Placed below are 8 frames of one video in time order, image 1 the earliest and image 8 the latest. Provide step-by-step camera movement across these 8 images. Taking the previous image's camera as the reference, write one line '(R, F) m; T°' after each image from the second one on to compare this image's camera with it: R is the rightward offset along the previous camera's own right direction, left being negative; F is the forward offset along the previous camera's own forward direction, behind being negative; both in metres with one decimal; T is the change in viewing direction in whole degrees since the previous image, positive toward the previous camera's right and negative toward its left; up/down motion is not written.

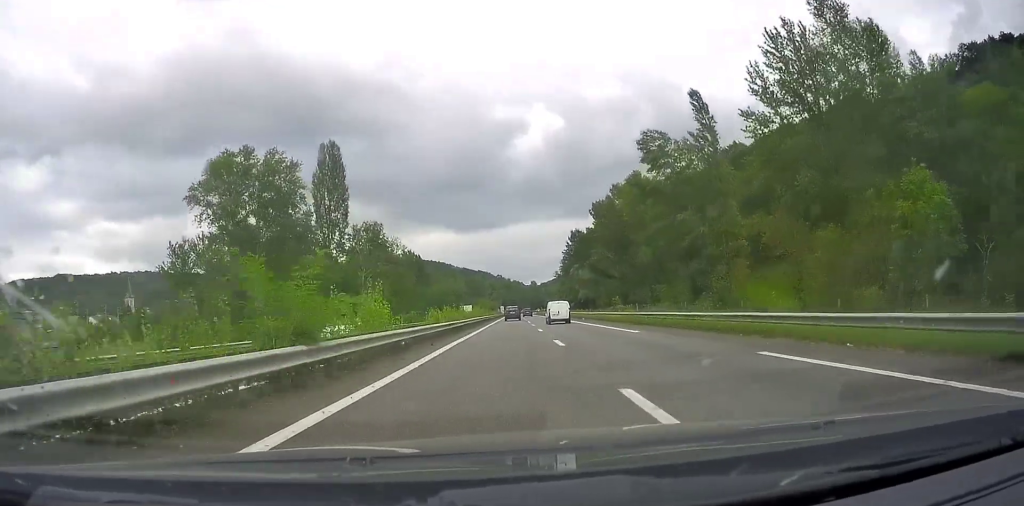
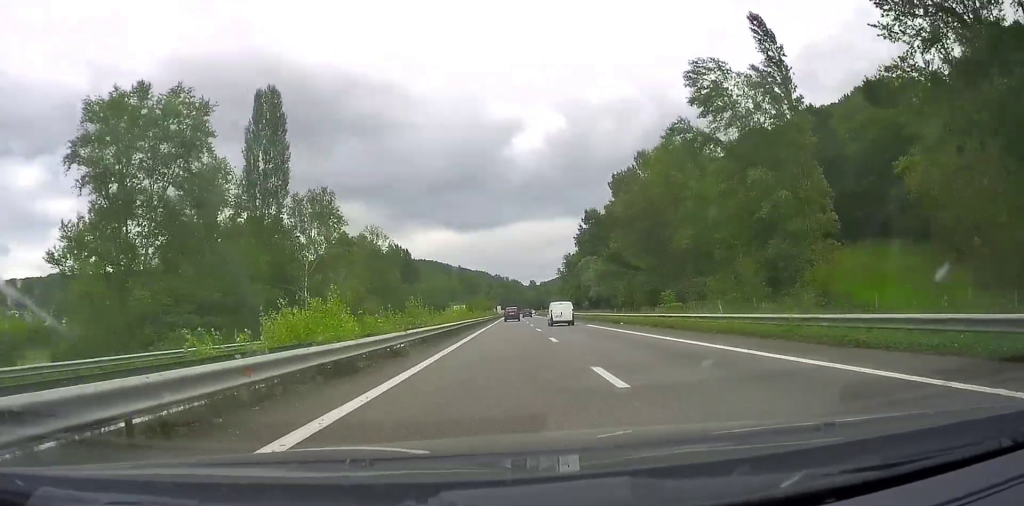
(-0.1, +22.6) m; 0°
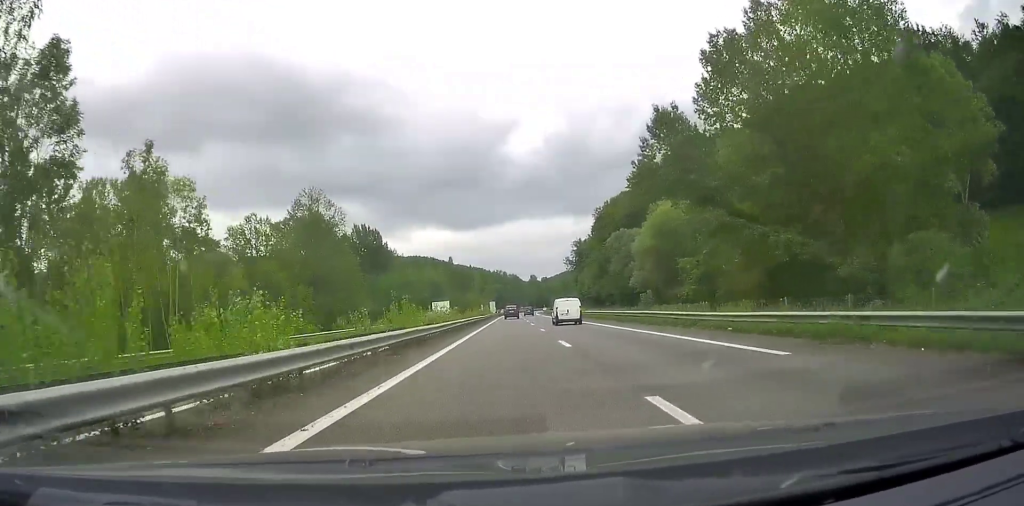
(+0.5, +43.9) m; +1°
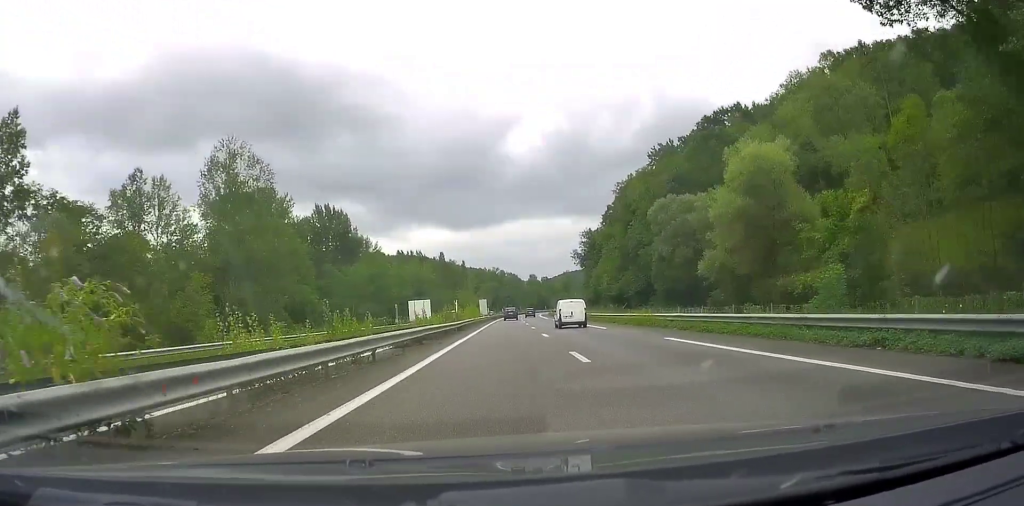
(+0.1, +31.5) m; 0°
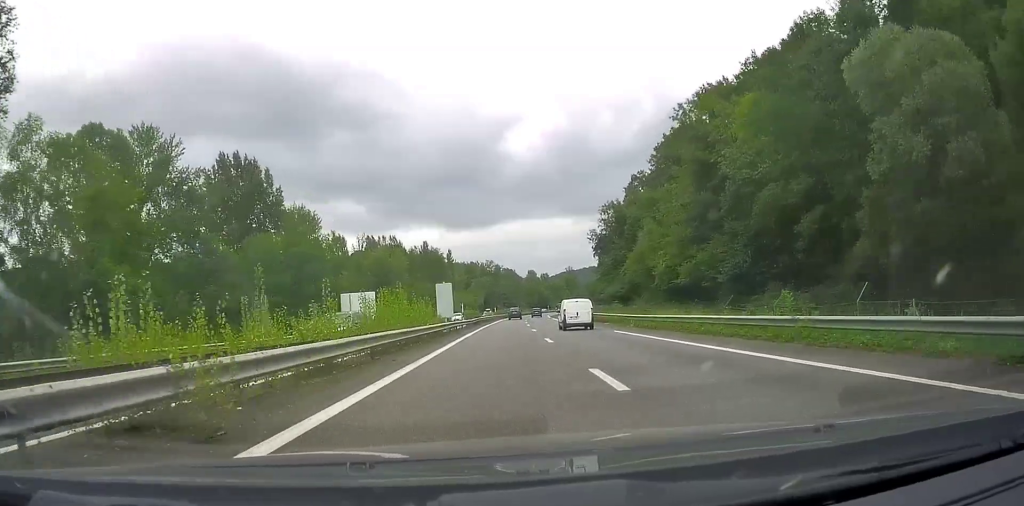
(+0.1, +46.0) m; 0°
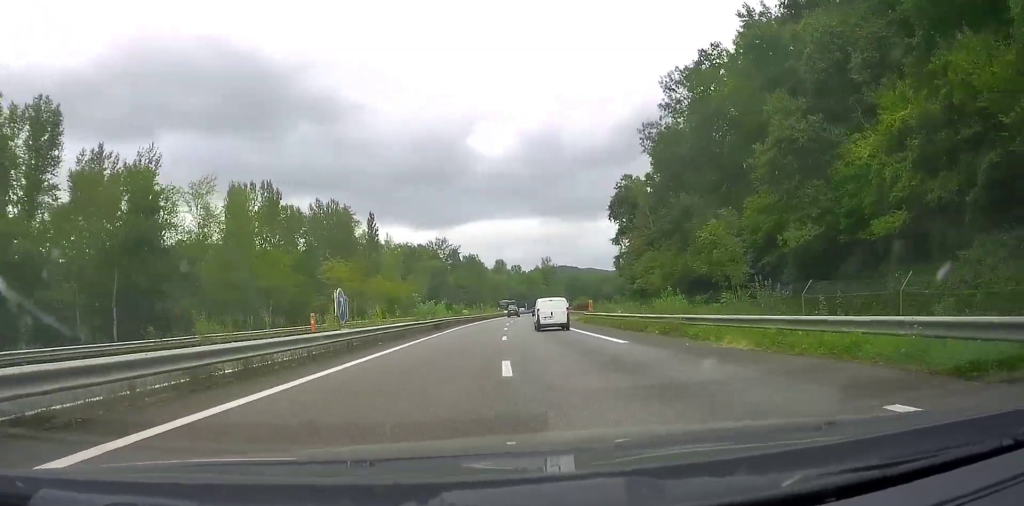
(+1.0, +82.9) m; +2°
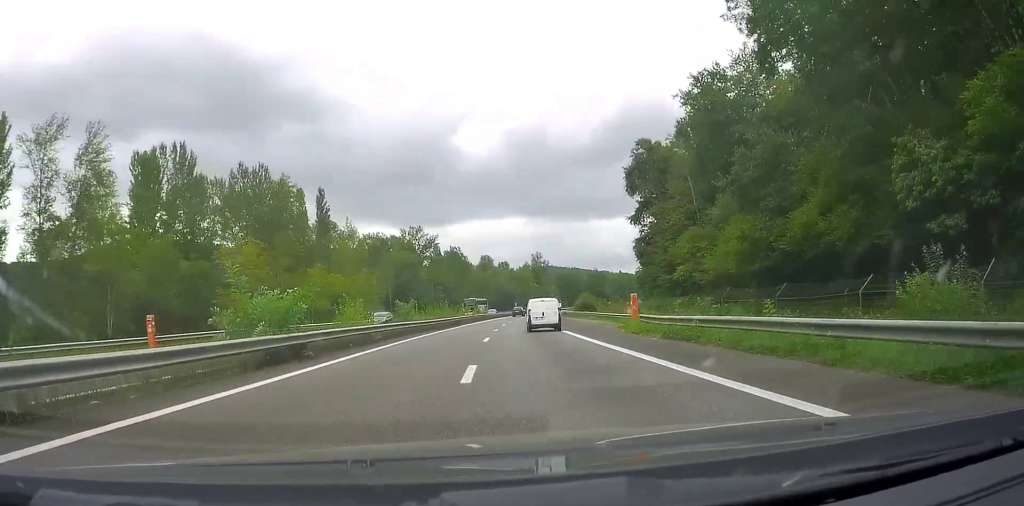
(+0.3, +30.6) m; +1°
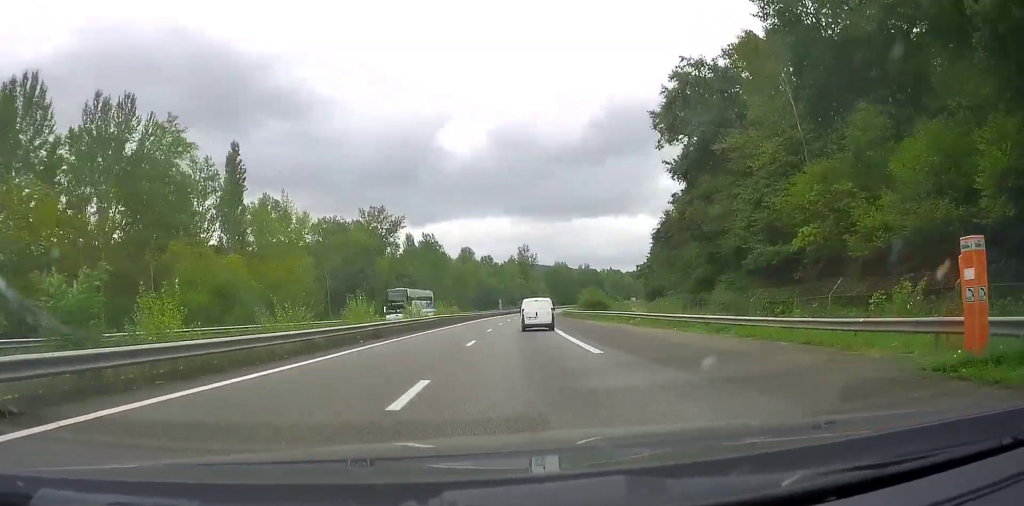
(+0.1, +31.9) m; +1°
